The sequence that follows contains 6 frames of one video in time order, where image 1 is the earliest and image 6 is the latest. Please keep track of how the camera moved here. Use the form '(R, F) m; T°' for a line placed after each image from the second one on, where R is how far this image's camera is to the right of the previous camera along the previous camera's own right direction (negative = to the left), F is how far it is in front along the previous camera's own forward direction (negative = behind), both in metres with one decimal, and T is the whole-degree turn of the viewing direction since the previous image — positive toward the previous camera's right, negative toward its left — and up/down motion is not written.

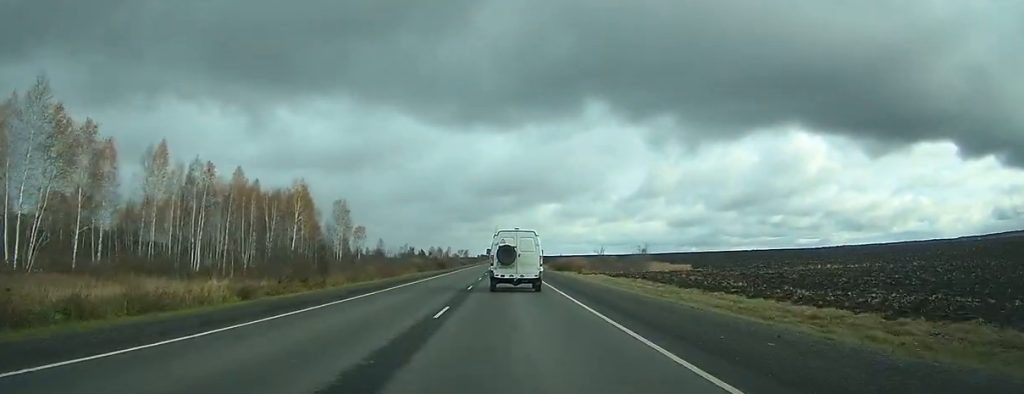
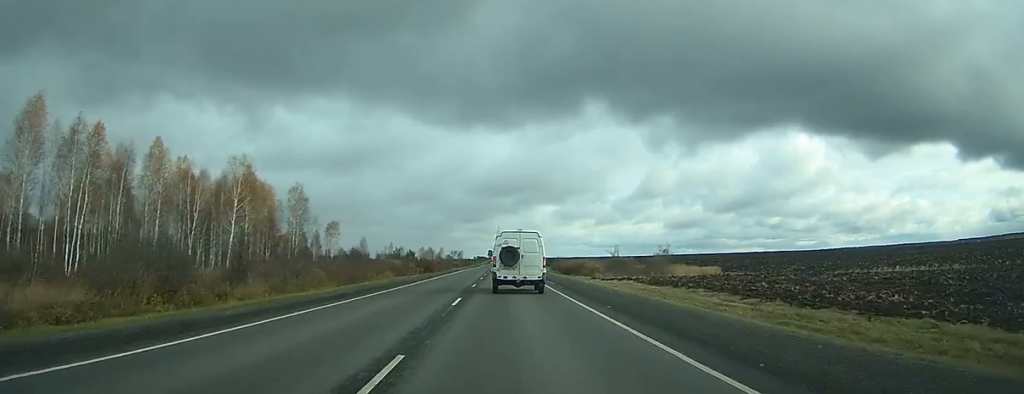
(0.0, +20.2) m; 0°
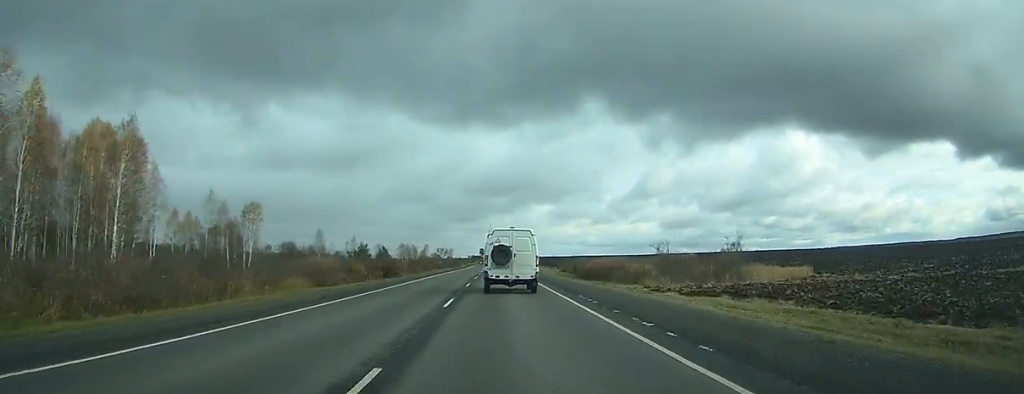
(+0.2, +36.5) m; 0°
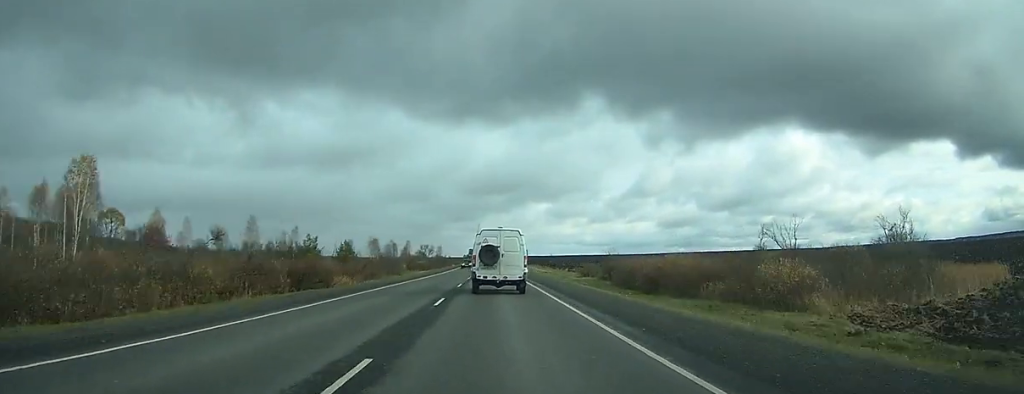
(0.0, +34.0) m; 0°
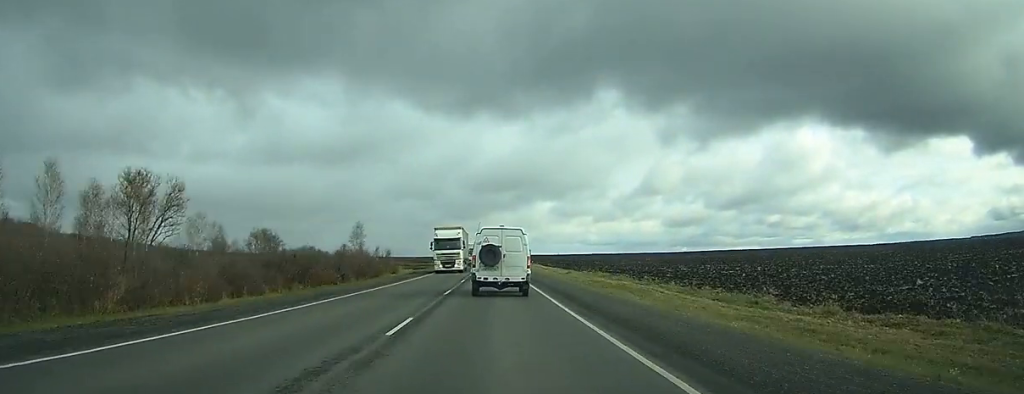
(+0.7, +137.5) m; 0°
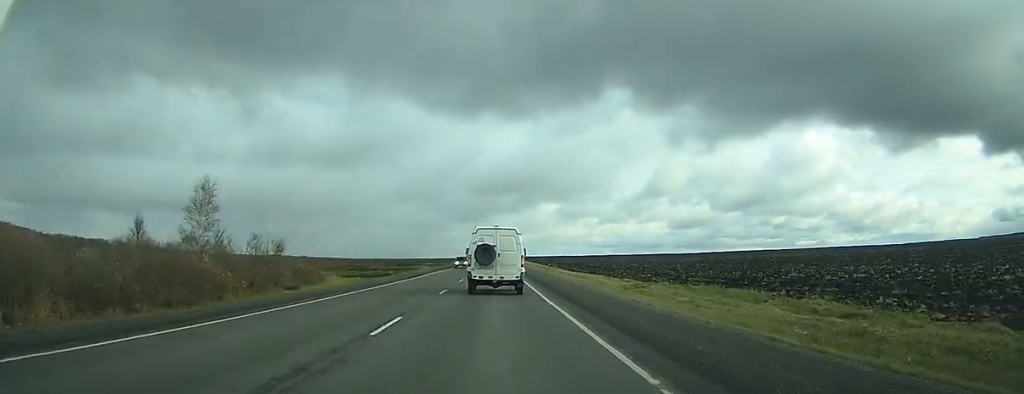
(-0.2, +48.4) m; 0°
